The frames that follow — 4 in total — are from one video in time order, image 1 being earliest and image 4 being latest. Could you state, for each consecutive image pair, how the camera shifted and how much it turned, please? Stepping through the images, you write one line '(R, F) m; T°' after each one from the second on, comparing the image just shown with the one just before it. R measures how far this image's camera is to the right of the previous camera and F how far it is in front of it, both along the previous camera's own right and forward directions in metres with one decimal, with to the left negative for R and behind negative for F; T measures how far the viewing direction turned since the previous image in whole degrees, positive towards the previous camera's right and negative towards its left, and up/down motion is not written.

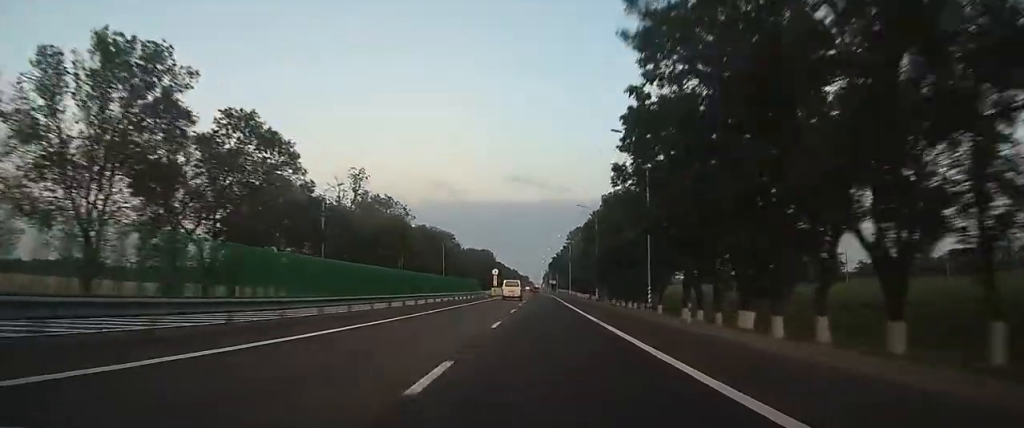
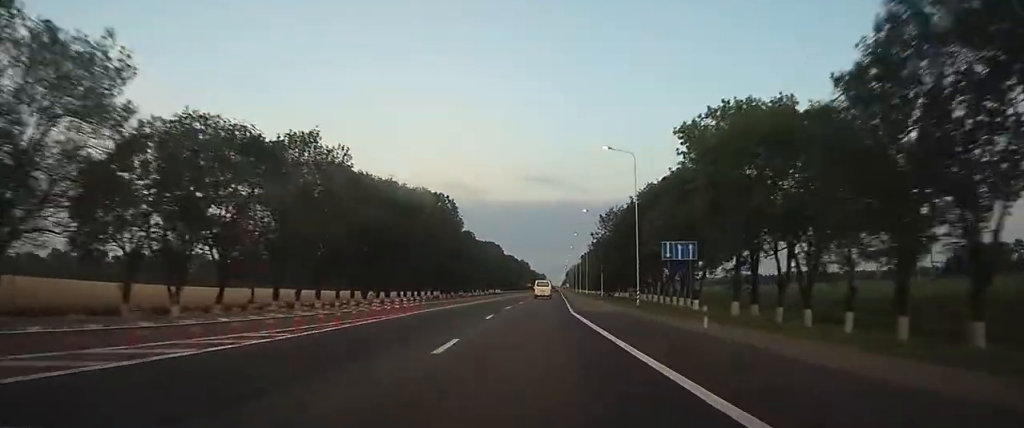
(-2.3, +152.6) m; -2°
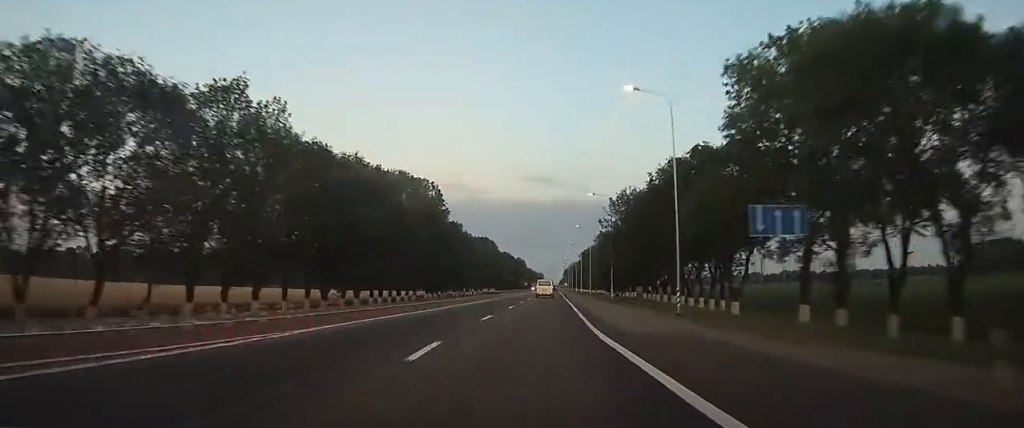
(0.0, +13.4) m; 0°
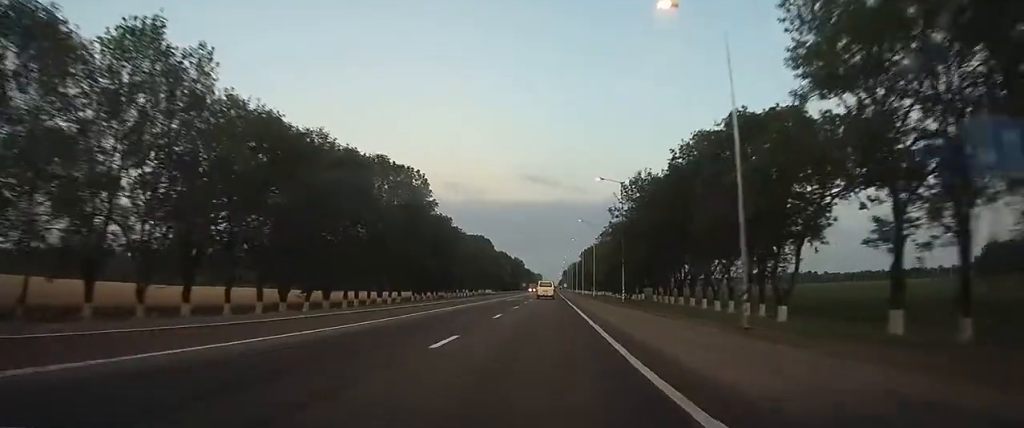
(0.0, +10.0) m; 0°
